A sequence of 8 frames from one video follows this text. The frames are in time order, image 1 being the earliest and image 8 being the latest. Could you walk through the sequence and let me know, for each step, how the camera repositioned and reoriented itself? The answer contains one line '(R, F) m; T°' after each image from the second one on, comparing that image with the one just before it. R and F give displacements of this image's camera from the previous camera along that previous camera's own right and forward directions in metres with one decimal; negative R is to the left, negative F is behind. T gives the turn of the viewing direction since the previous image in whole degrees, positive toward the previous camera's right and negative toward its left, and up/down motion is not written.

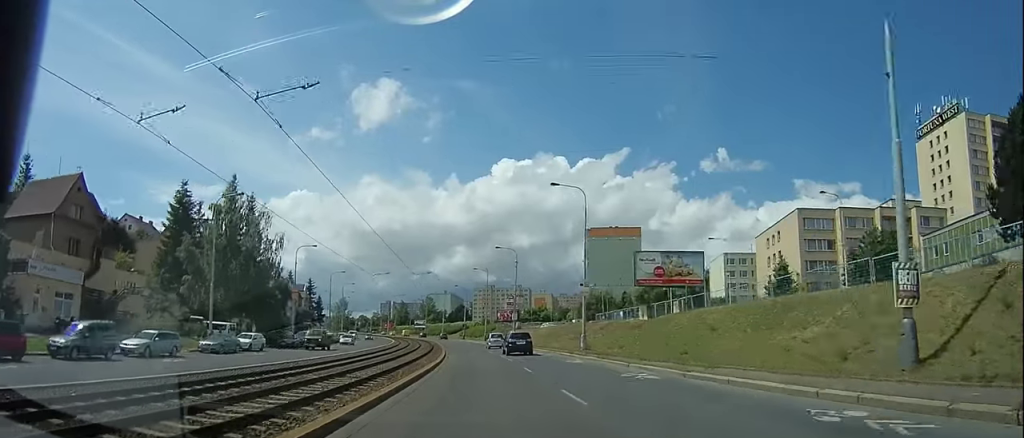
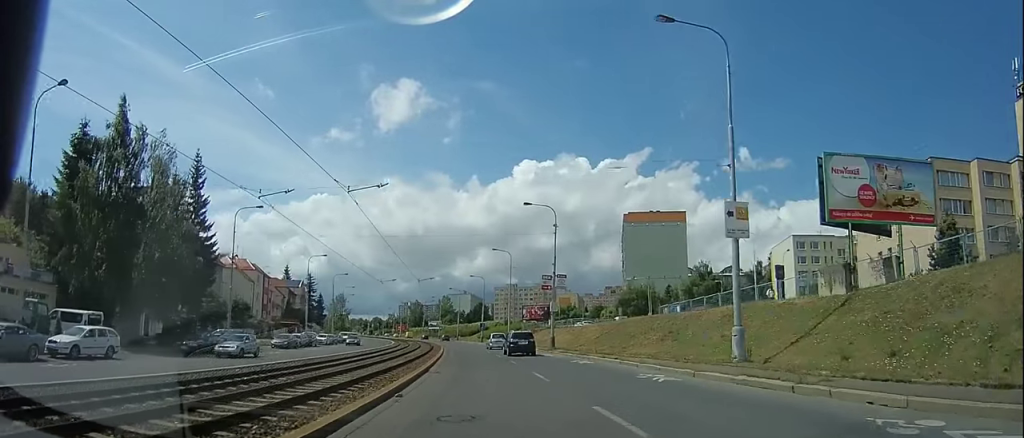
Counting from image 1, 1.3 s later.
(-0.1, +21.3) m; 0°
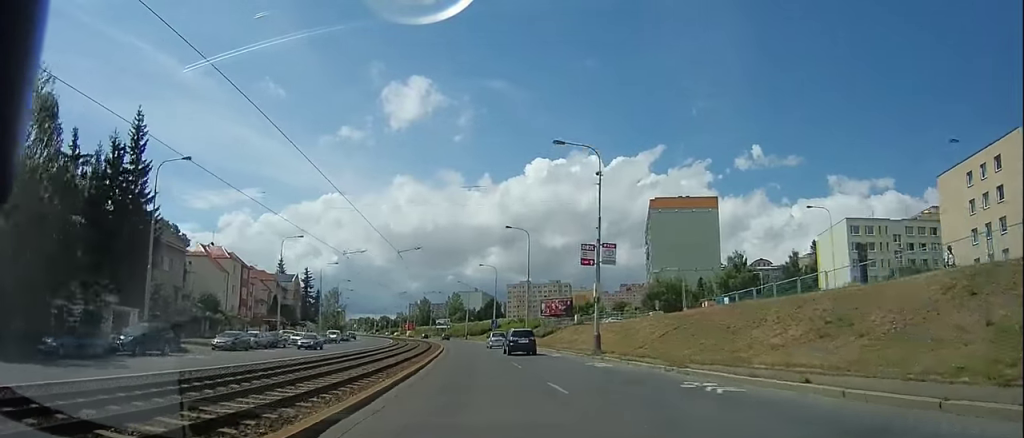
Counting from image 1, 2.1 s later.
(0.0, +13.3) m; 0°
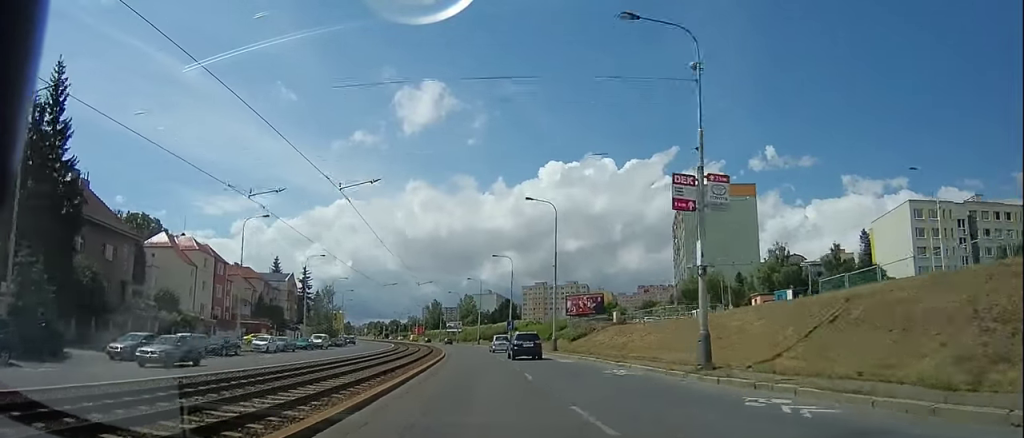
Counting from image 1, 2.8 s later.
(0.0, +12.7) m; 0°
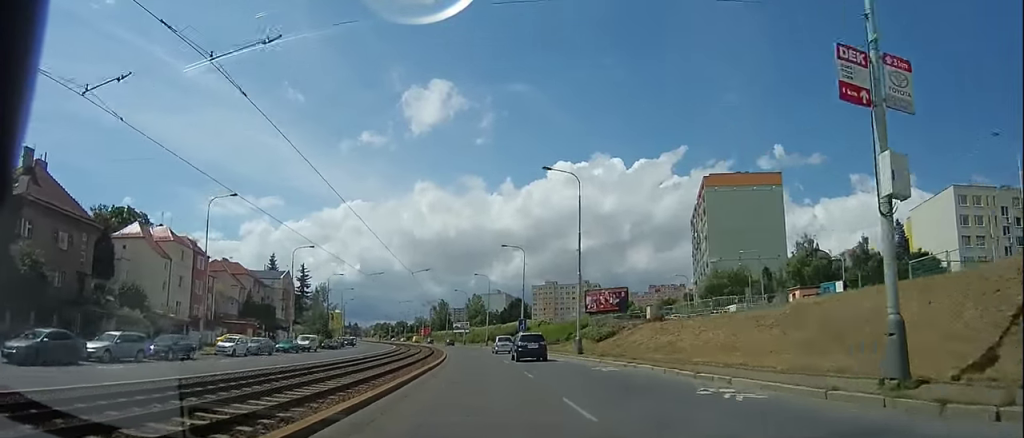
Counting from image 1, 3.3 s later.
(+0.1, +8.1) m; 0°
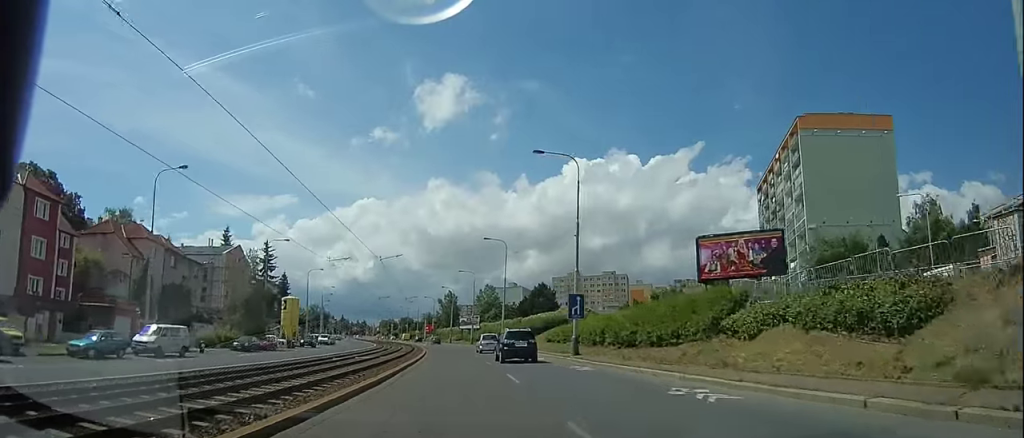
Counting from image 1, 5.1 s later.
(-1.7, +29.8) m; -8°
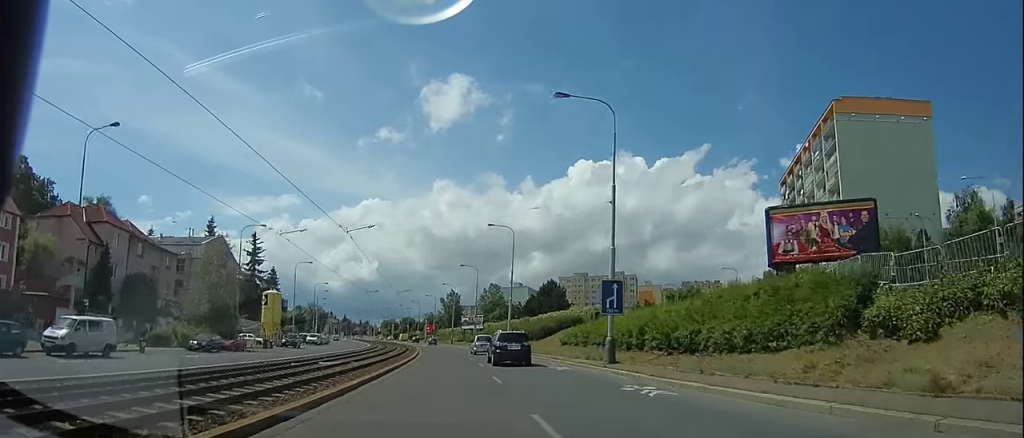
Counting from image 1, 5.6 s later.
(-0.3, +7.9) m; -2°
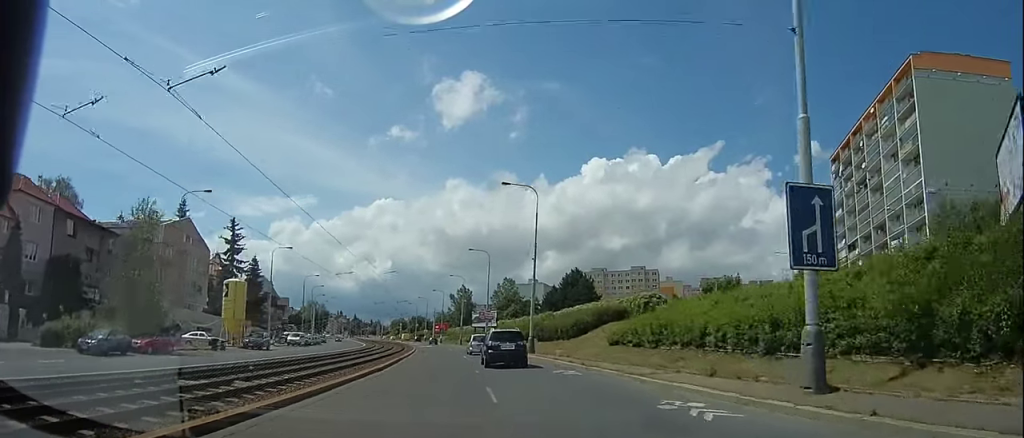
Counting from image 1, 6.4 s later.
(0.0, +13.0) m; 0°
